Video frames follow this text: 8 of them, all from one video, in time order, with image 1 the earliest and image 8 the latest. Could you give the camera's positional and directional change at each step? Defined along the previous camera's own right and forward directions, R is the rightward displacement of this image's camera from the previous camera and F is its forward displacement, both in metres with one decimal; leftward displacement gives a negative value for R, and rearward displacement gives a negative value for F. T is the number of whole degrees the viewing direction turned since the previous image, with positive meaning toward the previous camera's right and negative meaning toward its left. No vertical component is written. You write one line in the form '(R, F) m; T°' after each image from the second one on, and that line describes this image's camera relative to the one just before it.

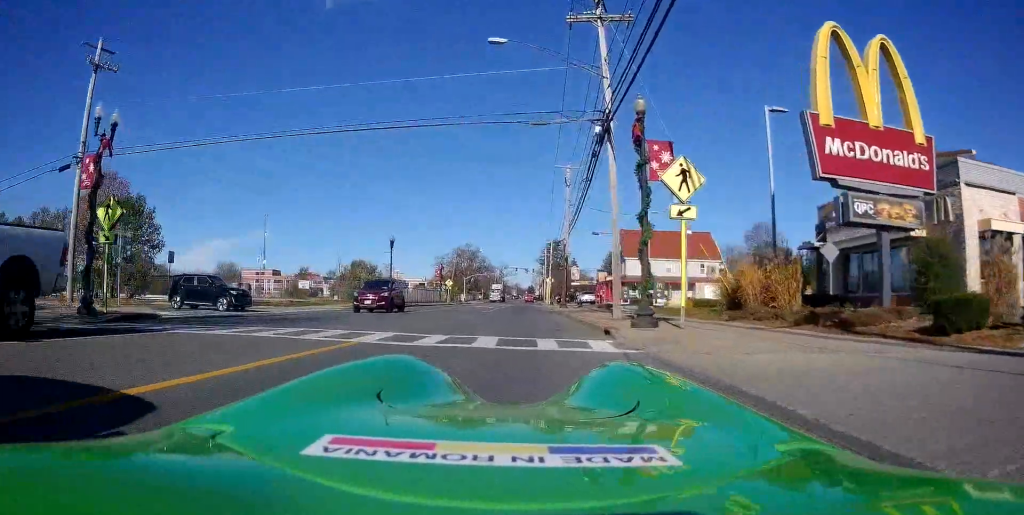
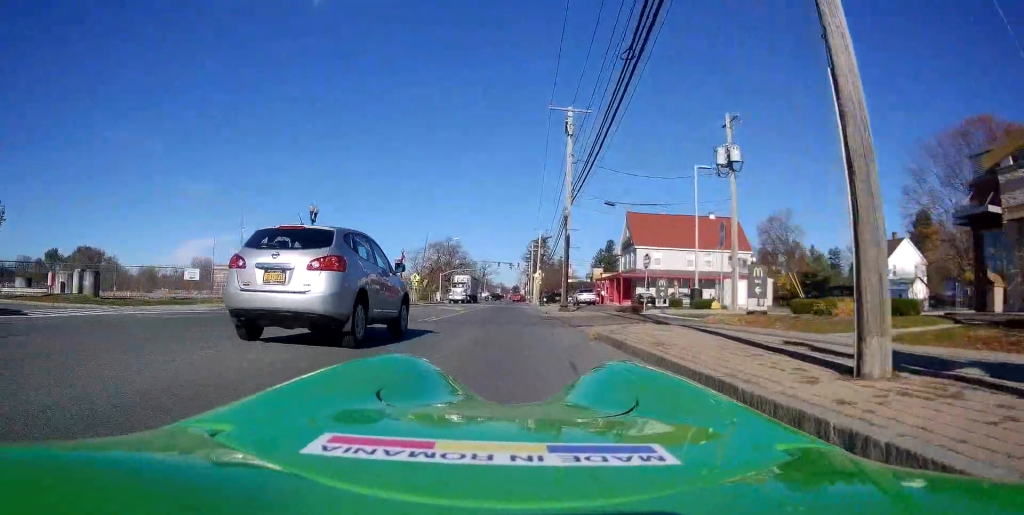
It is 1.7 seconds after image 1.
(+0.9, +15.1) m; +4°
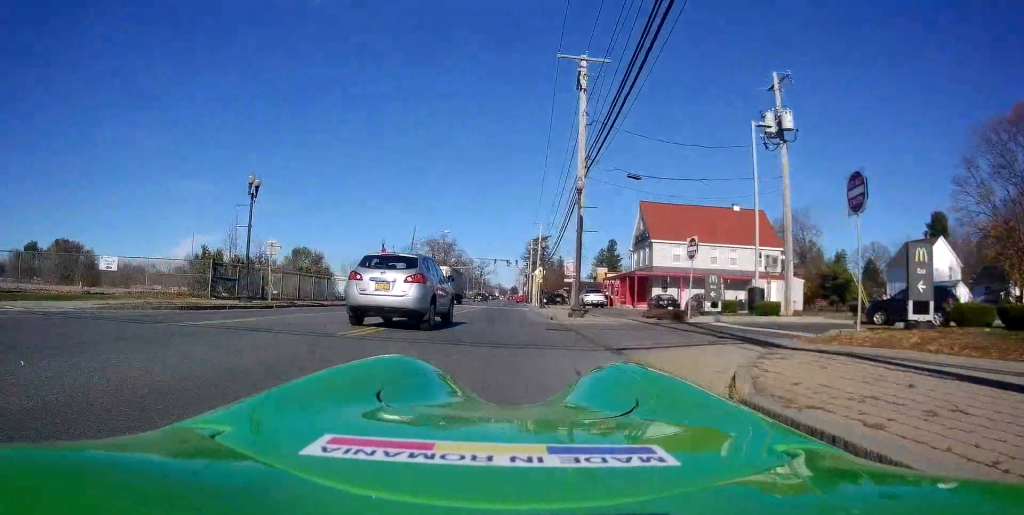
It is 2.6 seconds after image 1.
(0.0, +7.7) m; 0°
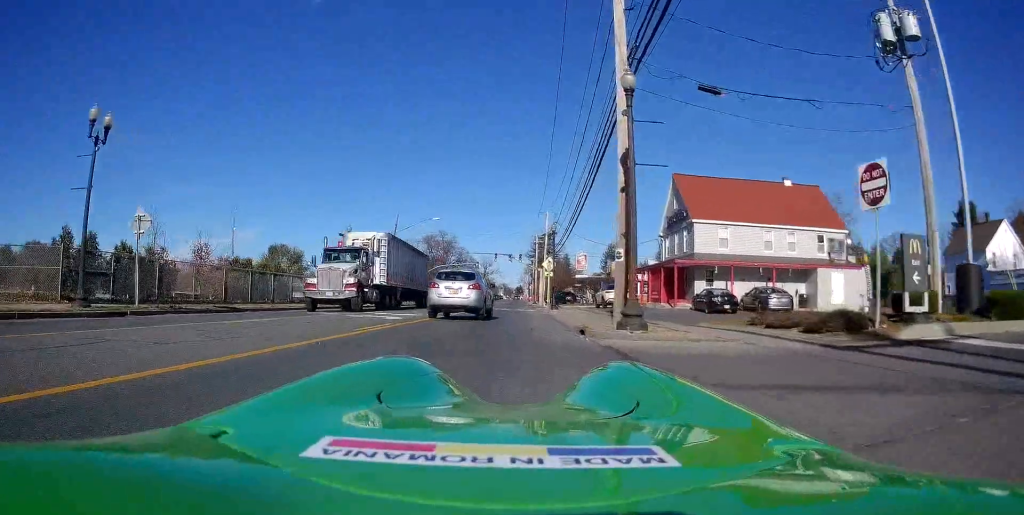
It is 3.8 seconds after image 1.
(0.0, +10.8) m; 0°
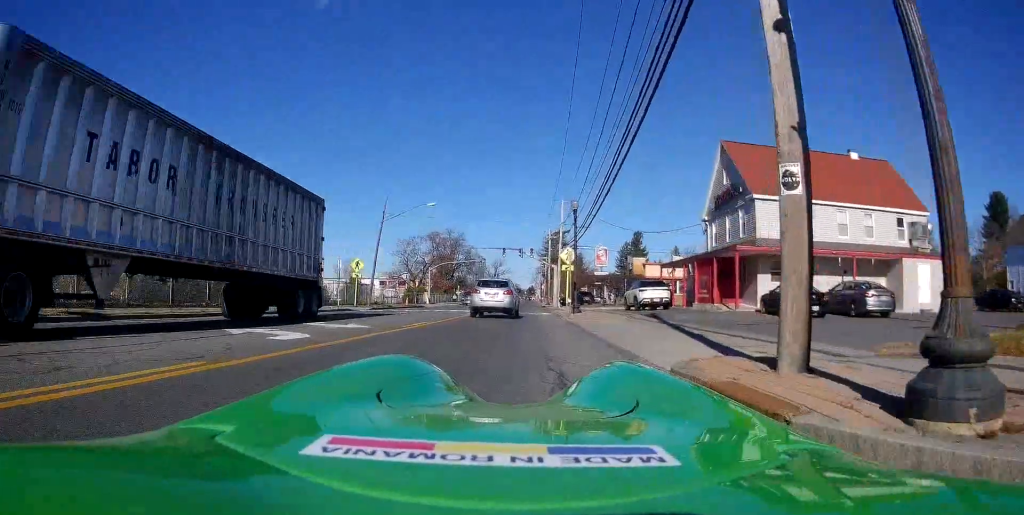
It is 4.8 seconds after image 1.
(0.0, +8.7) m; -2°
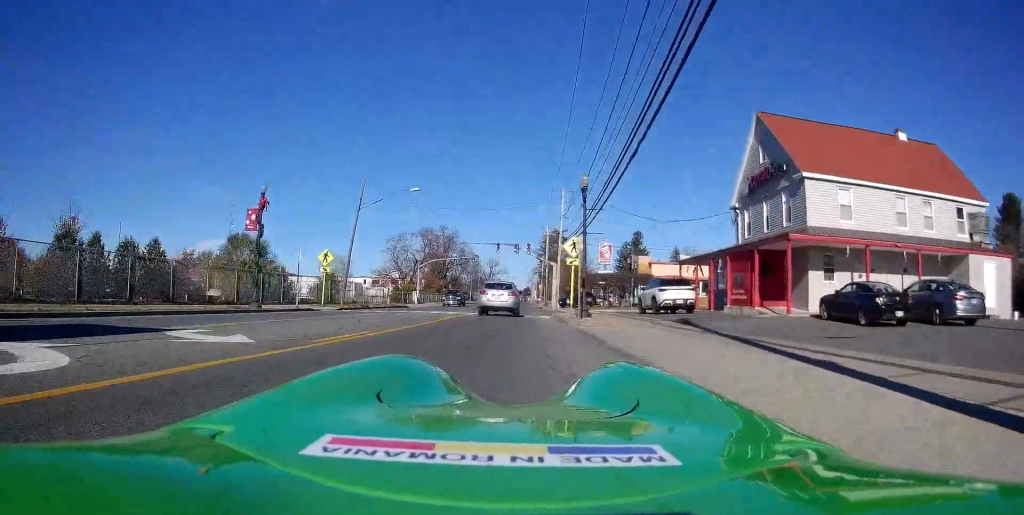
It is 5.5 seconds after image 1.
(-0.1, +5.8) m; -1°
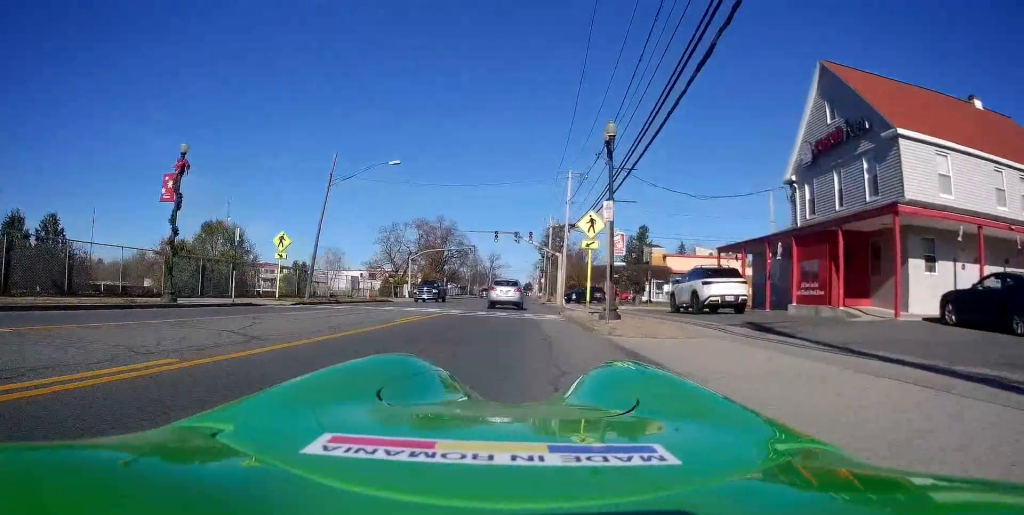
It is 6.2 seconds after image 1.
(-0.3, +6.5) m; 0°
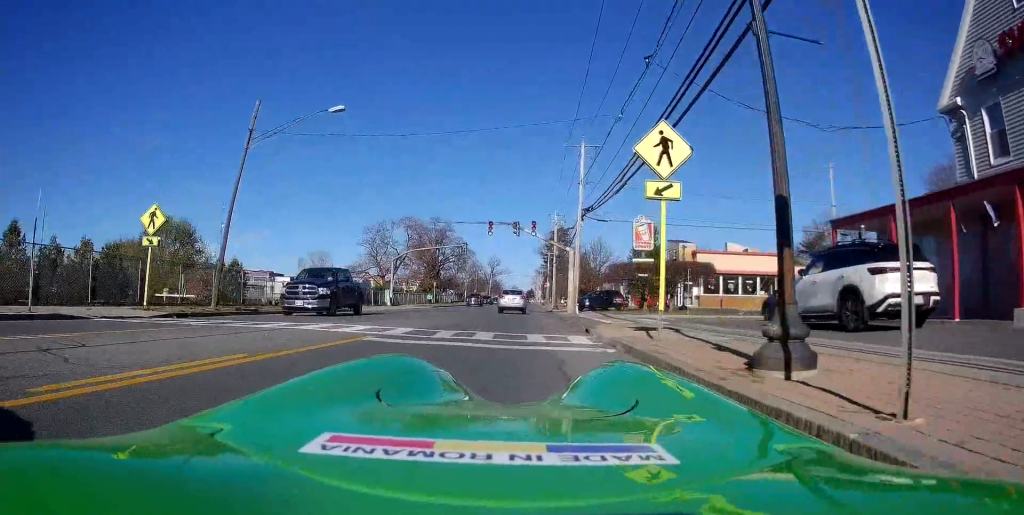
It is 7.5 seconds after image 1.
(+0.5, +10.9) m; +2°
